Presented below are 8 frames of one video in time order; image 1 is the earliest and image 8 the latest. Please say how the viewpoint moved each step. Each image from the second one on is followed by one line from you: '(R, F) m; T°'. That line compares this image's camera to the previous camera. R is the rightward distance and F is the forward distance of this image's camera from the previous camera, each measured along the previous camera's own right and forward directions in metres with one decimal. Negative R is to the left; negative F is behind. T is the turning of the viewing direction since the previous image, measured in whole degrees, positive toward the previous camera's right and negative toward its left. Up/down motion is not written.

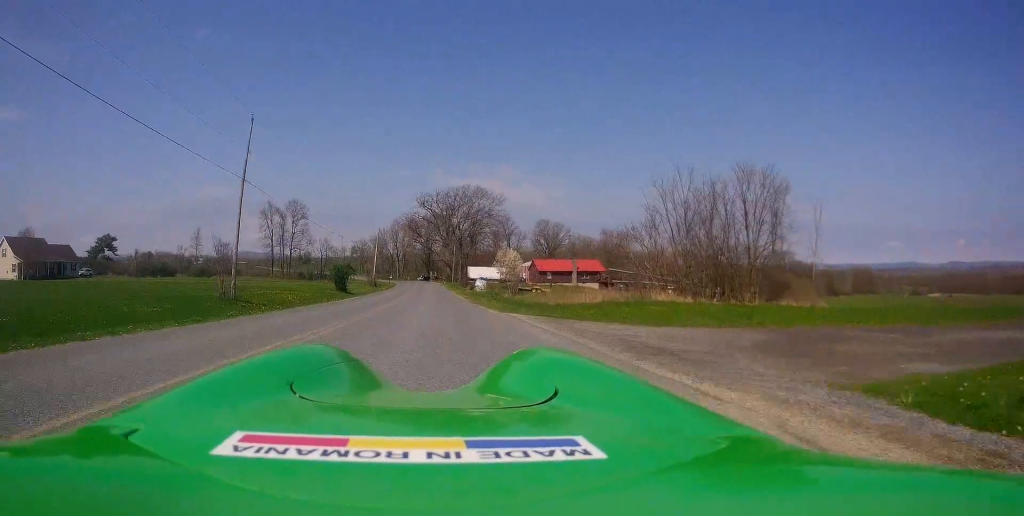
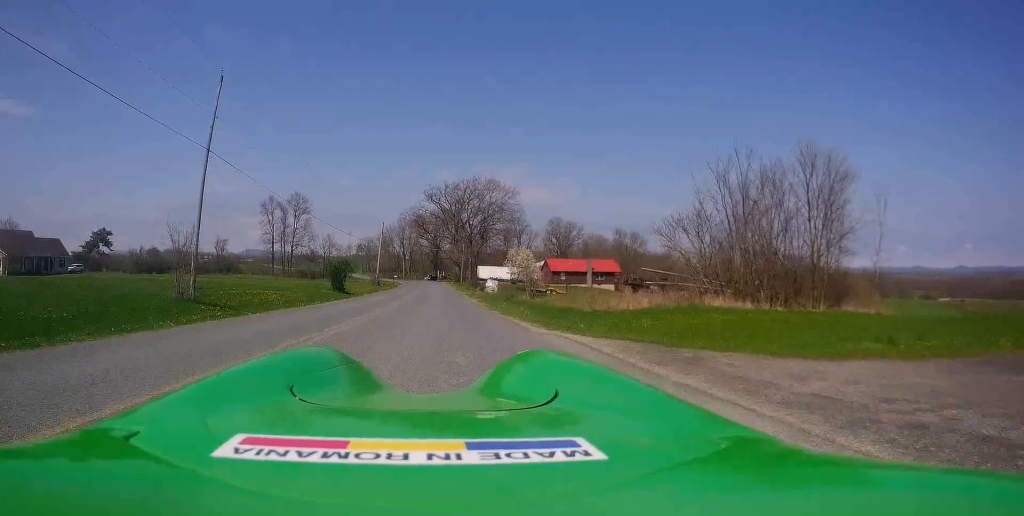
(-0.2, +6.4) m; -2°
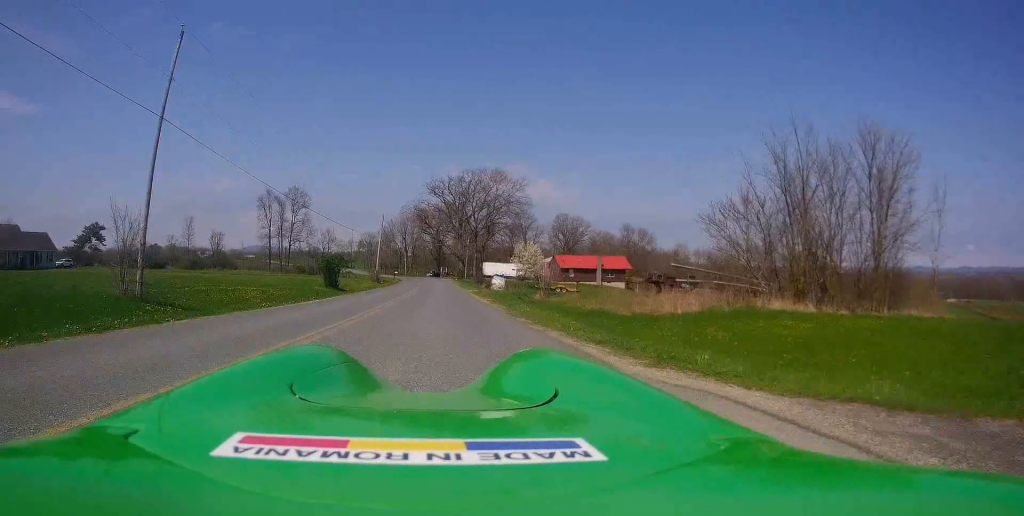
(0.0, +5.2) m; -1°
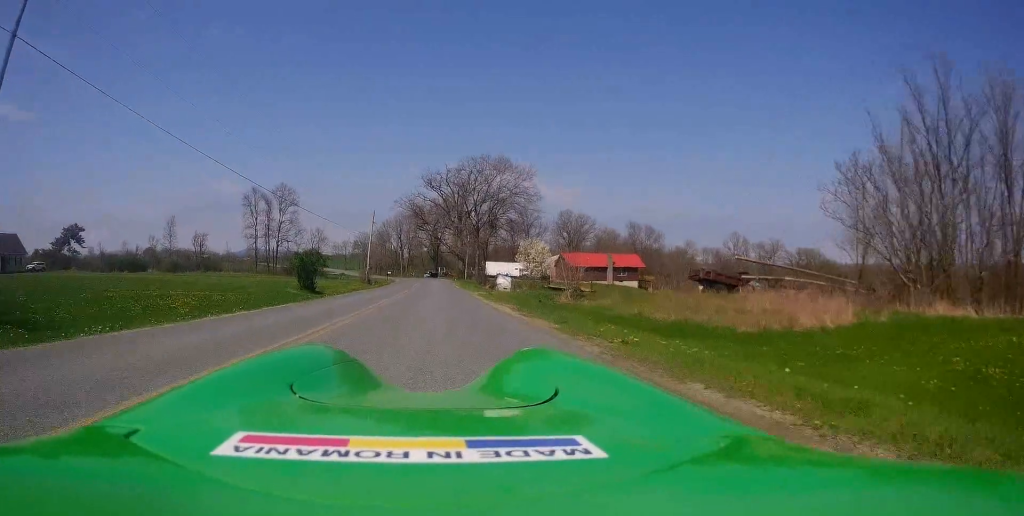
(-0.1, +9.3) m; +2°
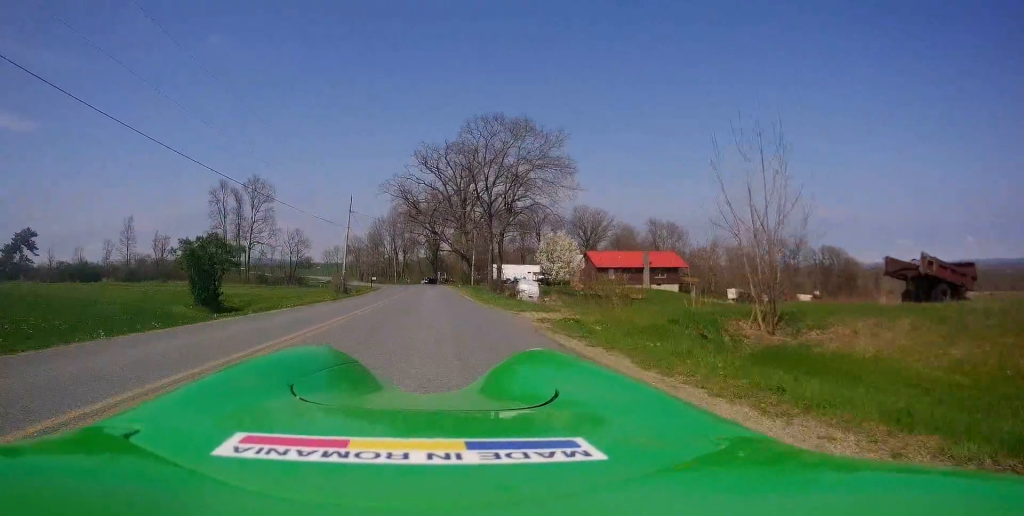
(-0.2, +19.5) m; -3°
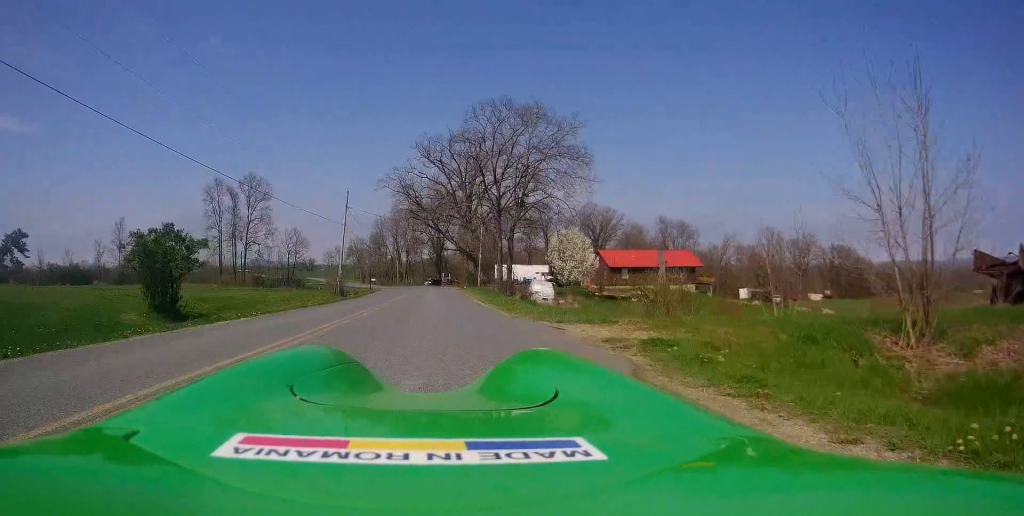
(0.0, +4.7) m; +1°
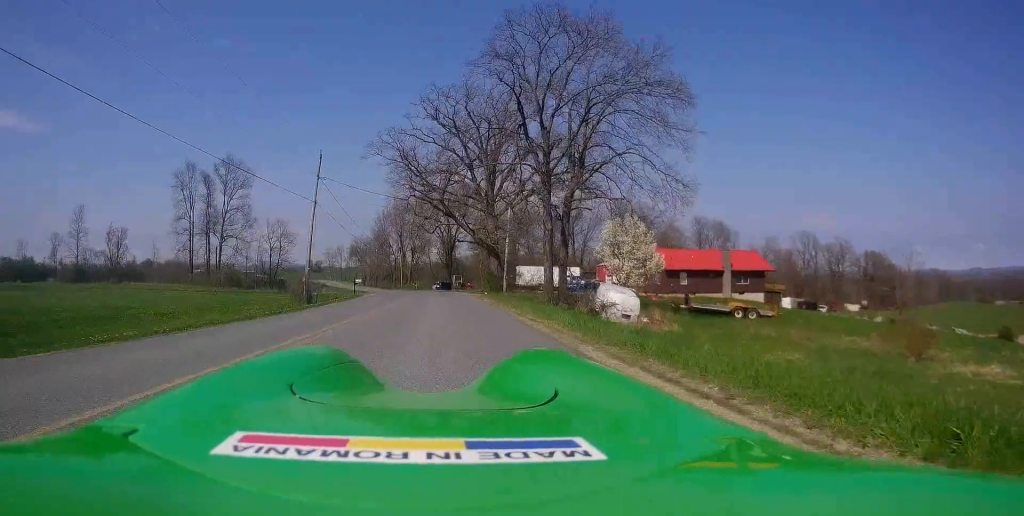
(+0.5, +17.7) m; +1°
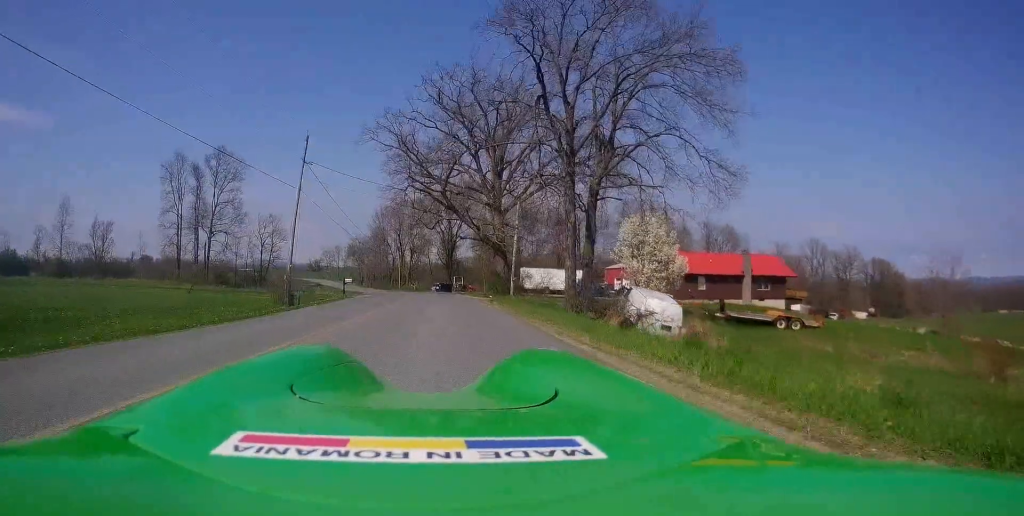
(0.0, +4.9) m; -1°
